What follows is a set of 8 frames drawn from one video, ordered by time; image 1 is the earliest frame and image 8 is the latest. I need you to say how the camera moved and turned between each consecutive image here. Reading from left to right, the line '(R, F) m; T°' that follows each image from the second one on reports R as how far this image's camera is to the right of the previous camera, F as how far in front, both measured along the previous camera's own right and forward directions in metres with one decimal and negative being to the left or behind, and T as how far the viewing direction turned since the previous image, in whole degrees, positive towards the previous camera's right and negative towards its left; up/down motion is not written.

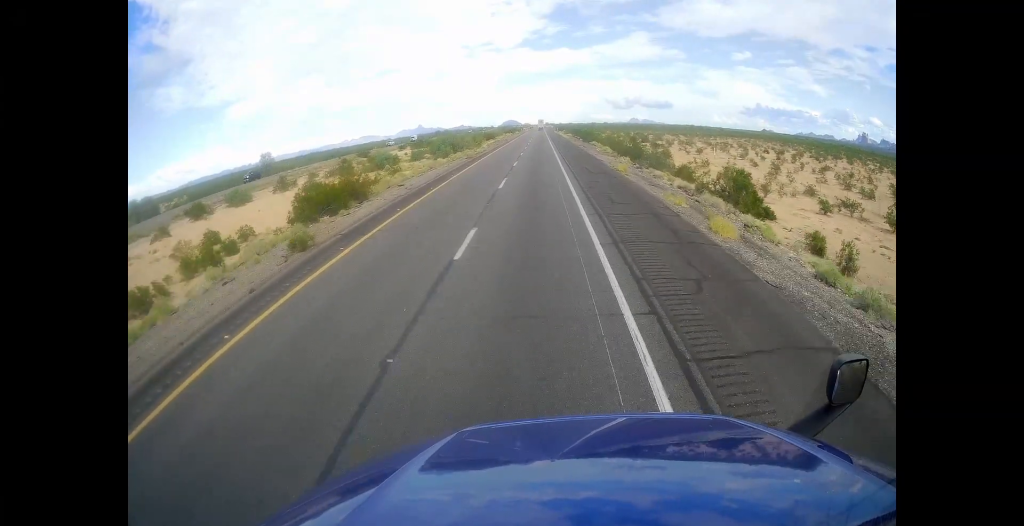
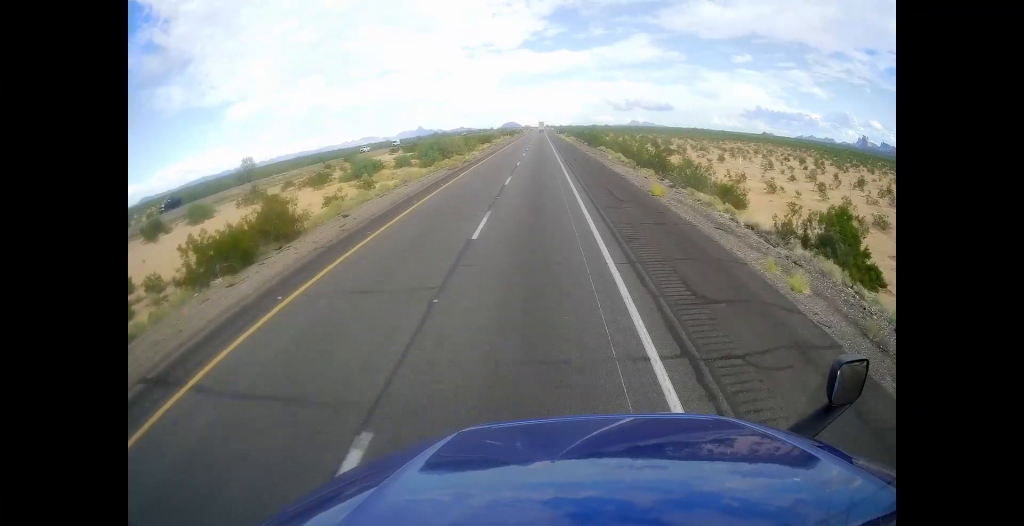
(-0.2, +10.0) m; 0°
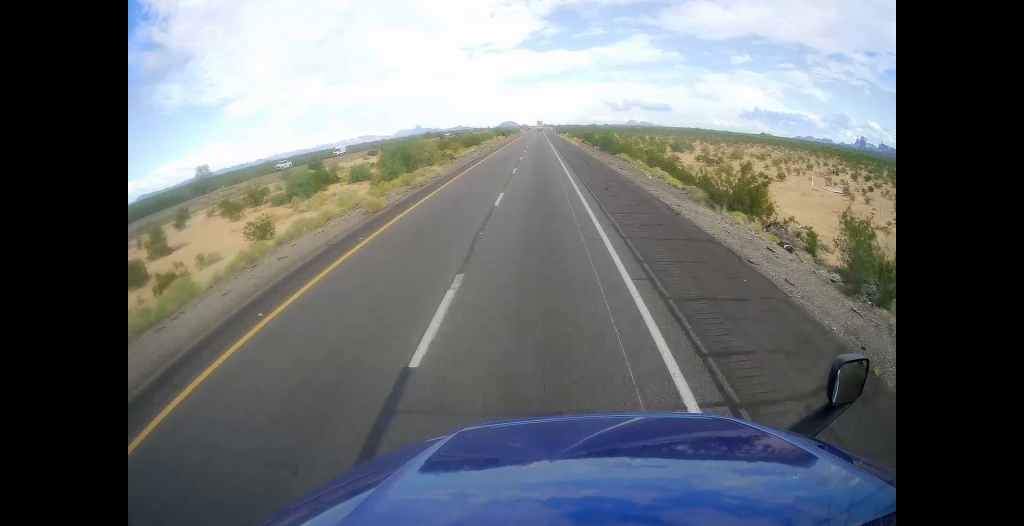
(+0.4, +19.5) m; 0°
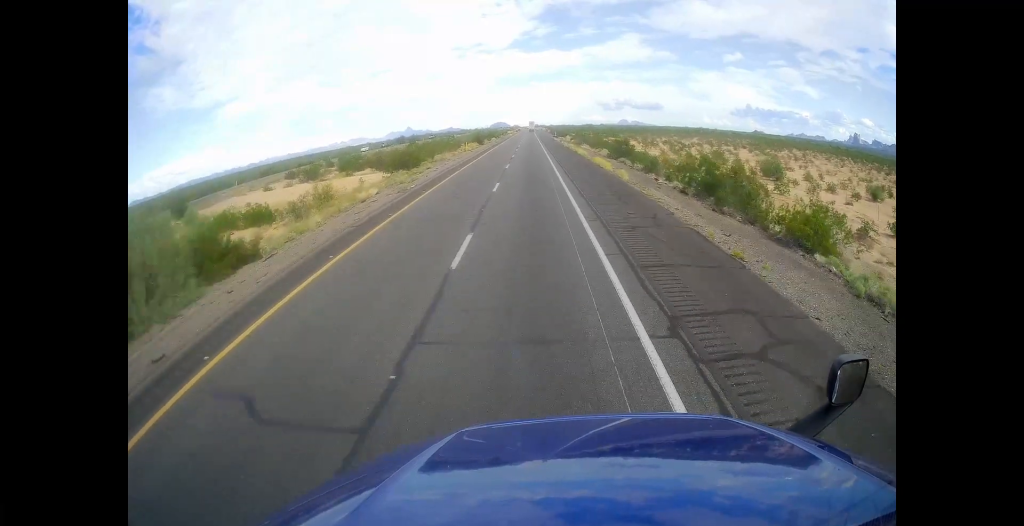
(+1.0, +44.7) m; +2°
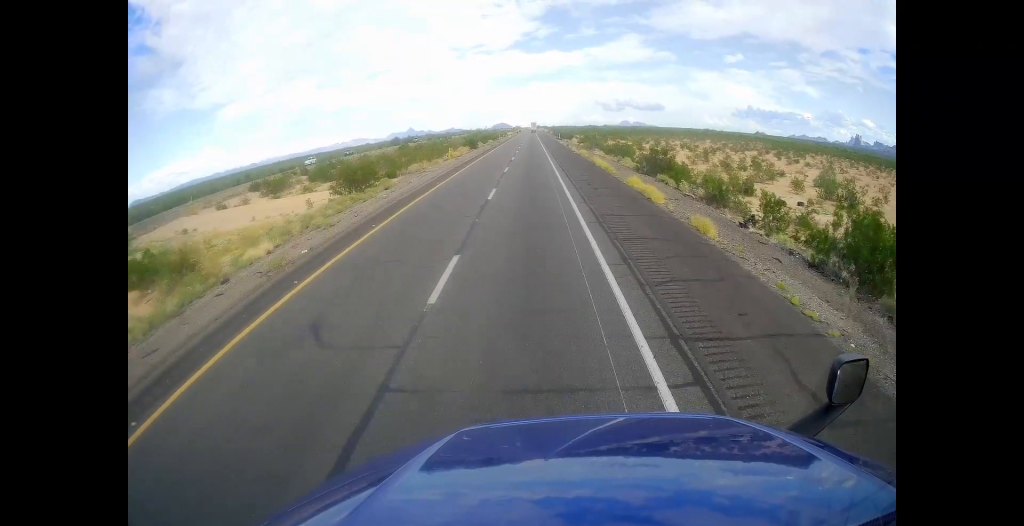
(-0.1, +14.2) m; -1°
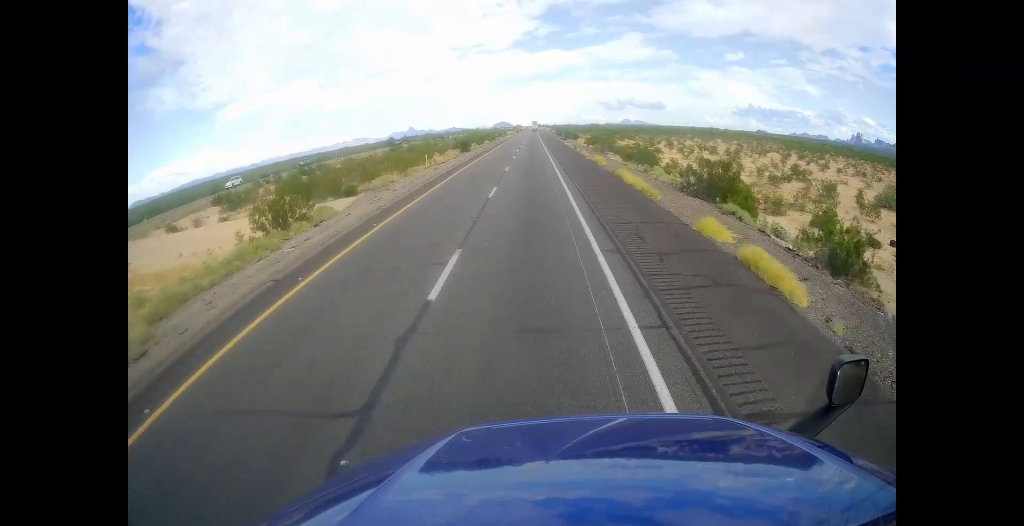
(+0.1, +11.8) m; 0°
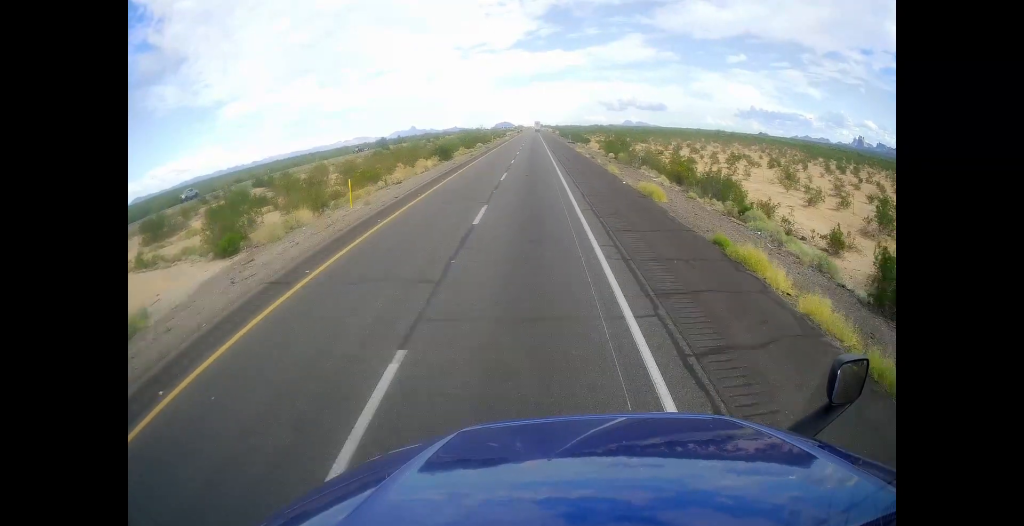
(-0.1, +18.0) m; -2°
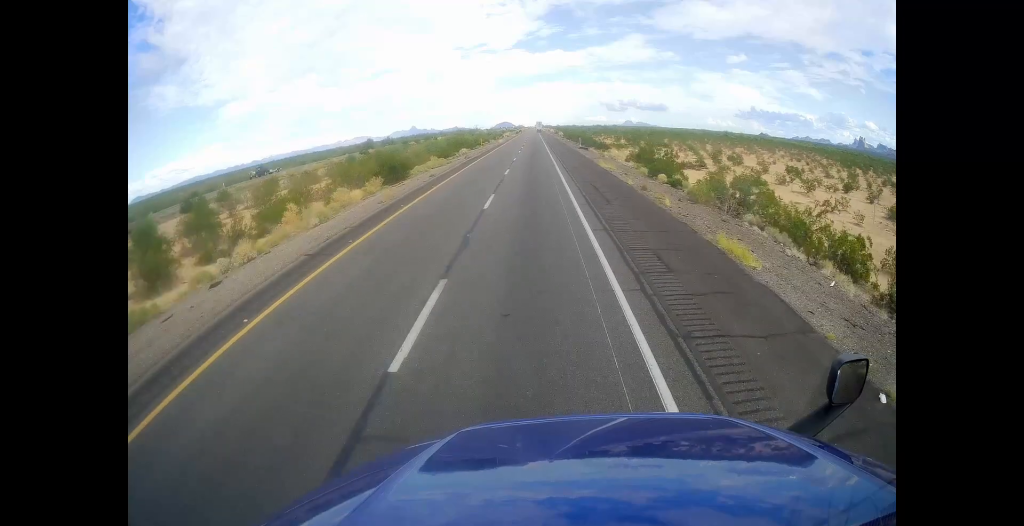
(-0.6, +21.2) m; +2°
